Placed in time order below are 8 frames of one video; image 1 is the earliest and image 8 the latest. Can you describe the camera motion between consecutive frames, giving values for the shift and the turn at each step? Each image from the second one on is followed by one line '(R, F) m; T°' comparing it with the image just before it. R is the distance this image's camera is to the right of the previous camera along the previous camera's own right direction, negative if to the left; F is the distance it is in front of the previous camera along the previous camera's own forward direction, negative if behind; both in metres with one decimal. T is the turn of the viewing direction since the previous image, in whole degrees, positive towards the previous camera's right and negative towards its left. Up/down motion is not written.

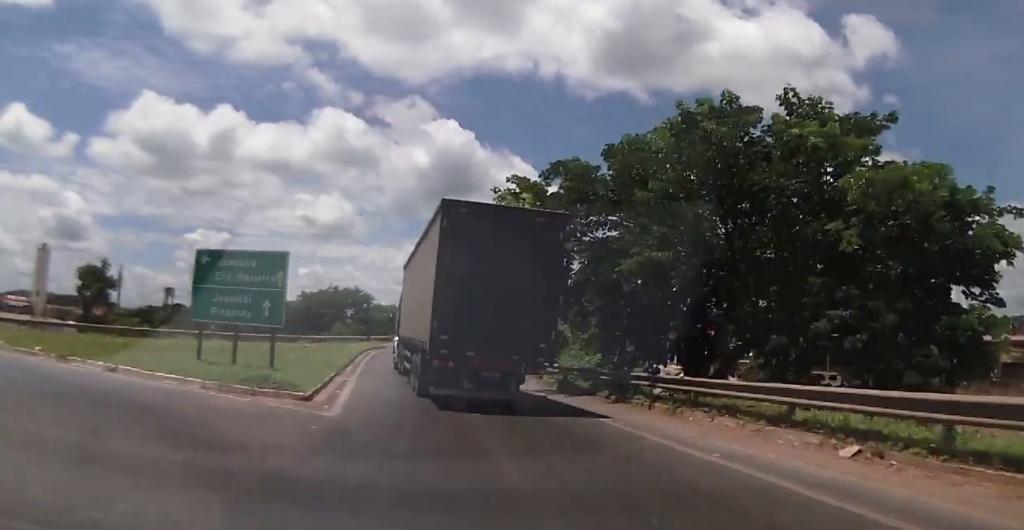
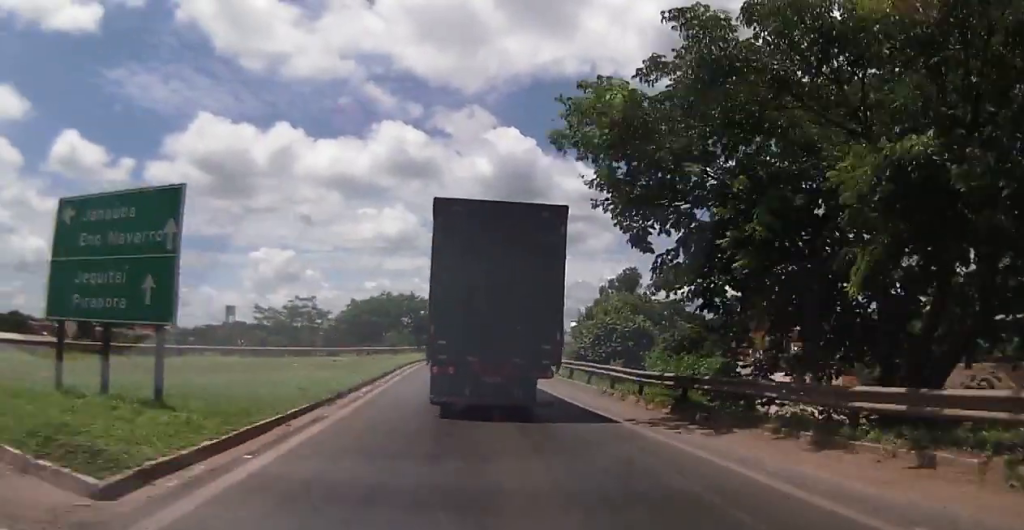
(-0.6, +9.3) m; -5°
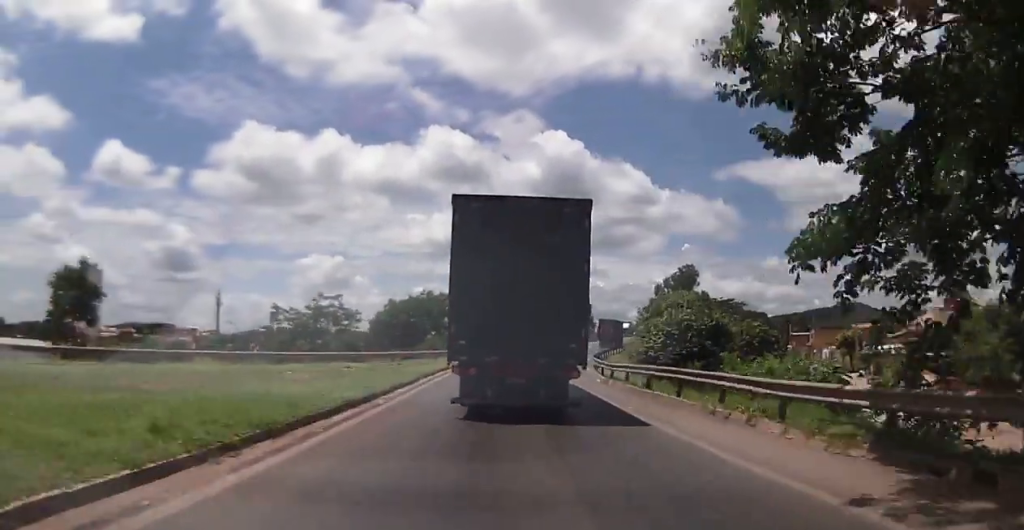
(-0.1, +8.0) m; -2°
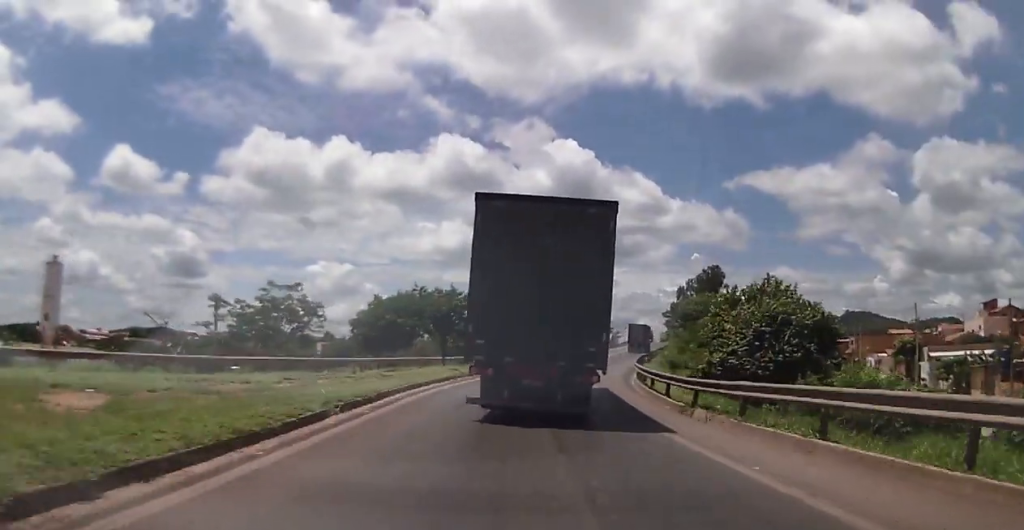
(-0.6, +14.2) m; -3°
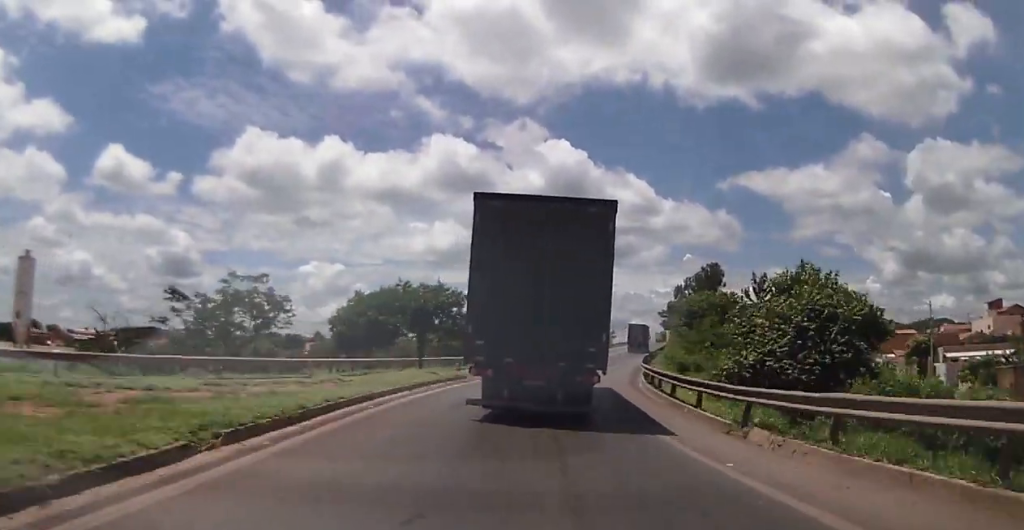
(0.0, +5.1) m; 0°
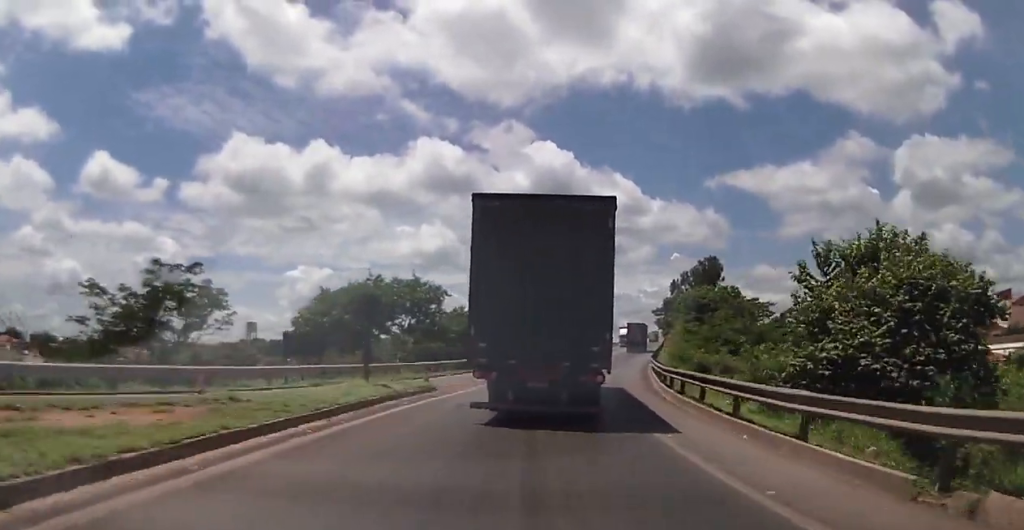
(0.0, +7.6) m; +1°
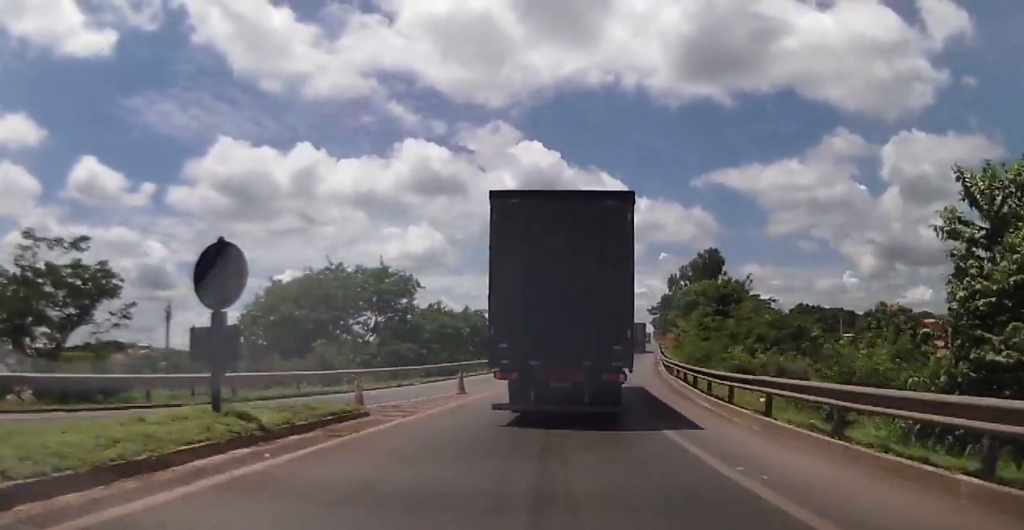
(+0.2, +8.9) m; 0°
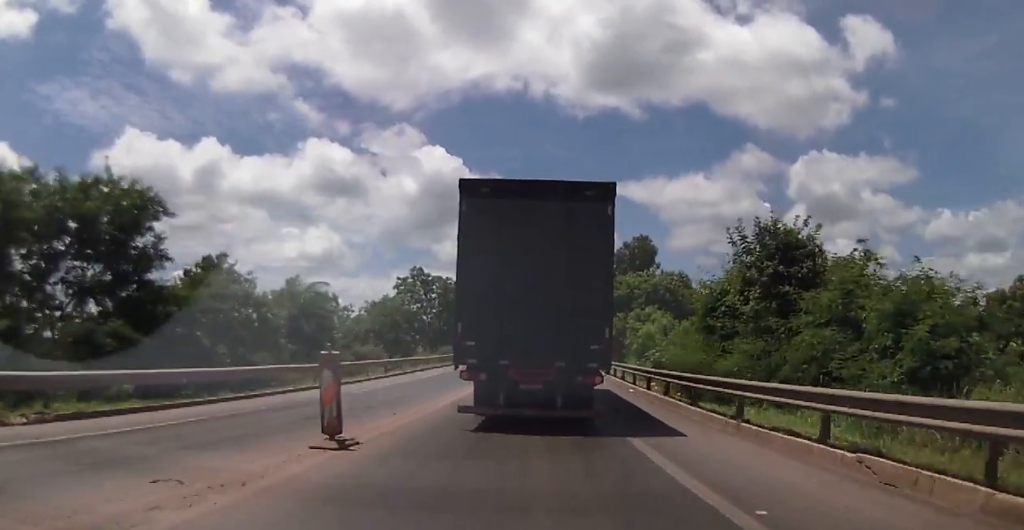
(+2.0, +24.7) m; +9°
